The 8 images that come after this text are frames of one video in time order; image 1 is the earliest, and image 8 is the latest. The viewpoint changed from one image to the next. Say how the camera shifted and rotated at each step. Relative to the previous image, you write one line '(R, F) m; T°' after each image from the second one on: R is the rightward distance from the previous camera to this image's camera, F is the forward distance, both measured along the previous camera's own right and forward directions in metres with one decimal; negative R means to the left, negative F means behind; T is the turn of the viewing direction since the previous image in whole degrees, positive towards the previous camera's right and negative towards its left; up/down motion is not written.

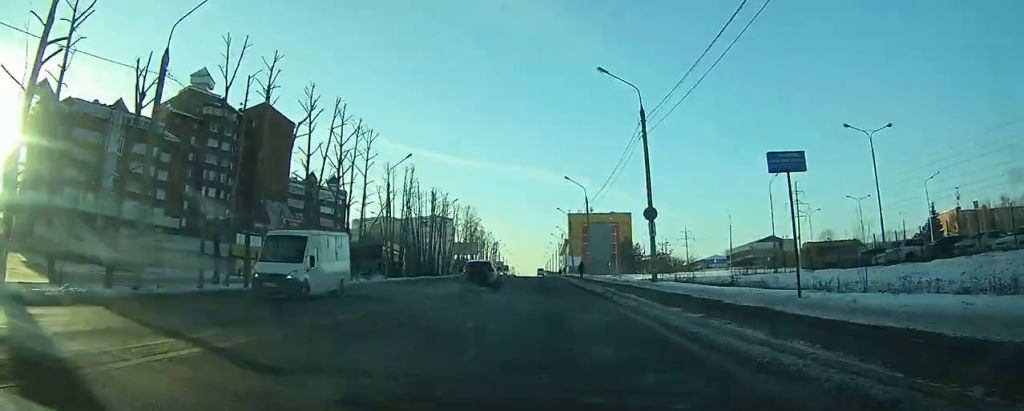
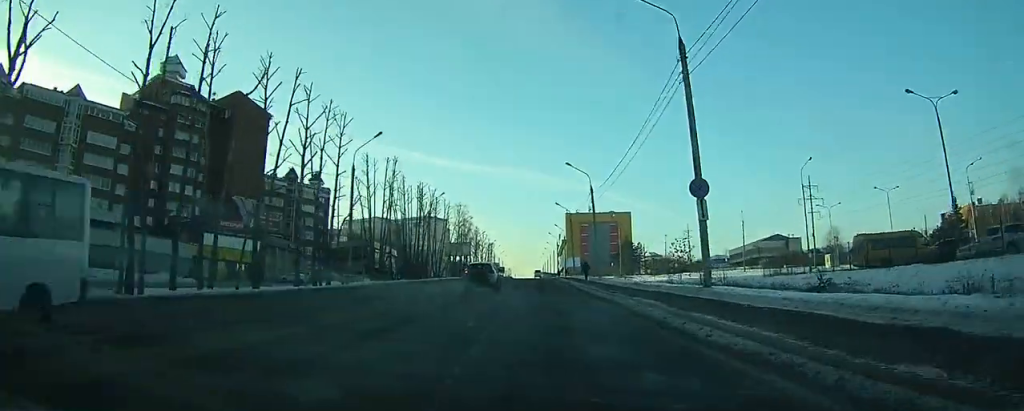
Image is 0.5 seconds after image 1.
(0.0, +9.2) m; 0°
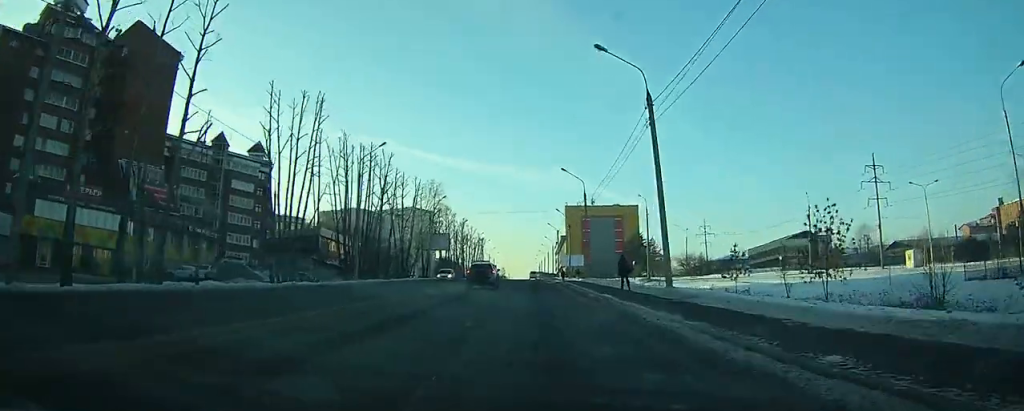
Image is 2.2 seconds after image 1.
(+0.1, +27.9) m; 0°
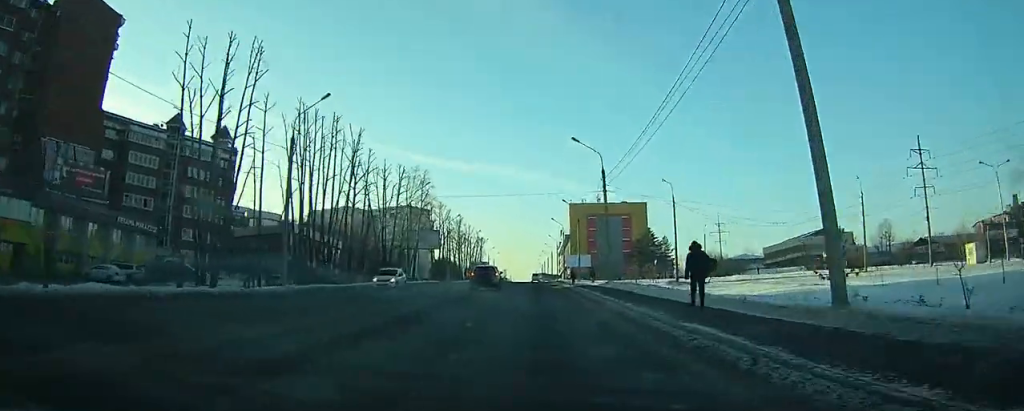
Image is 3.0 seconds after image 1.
(0.0, +13.1) m; 0°
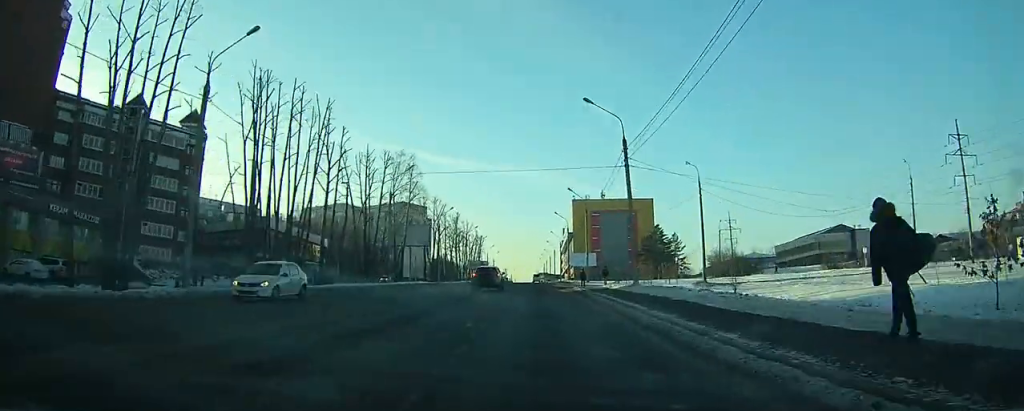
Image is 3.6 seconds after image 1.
(0.0, +9.2) m; 0°
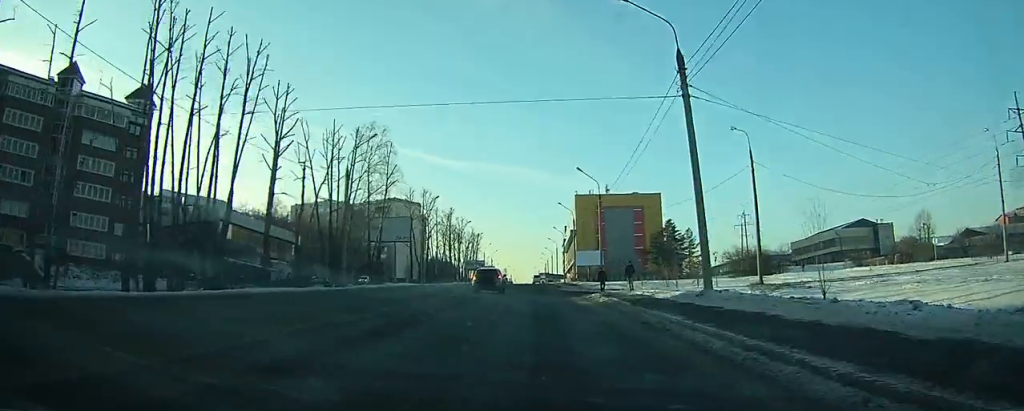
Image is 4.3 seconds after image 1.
(-0.1, +12.5) m; 0°
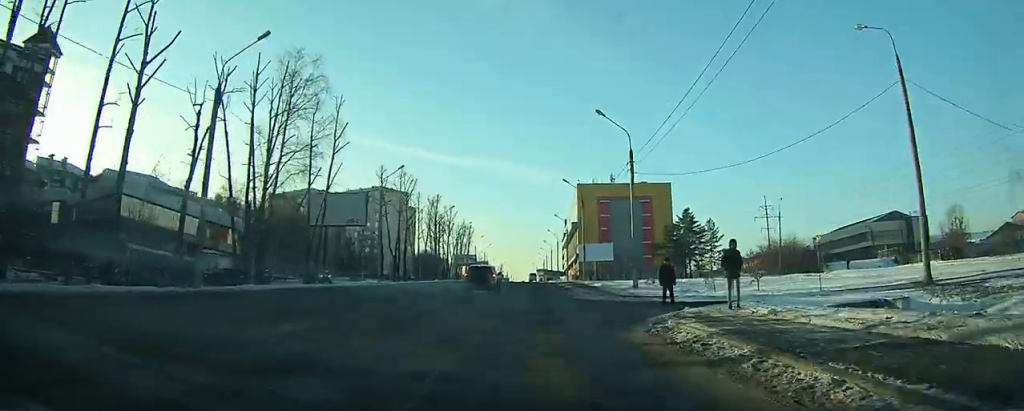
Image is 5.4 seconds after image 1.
(+0.2, +19.9) m; 0°
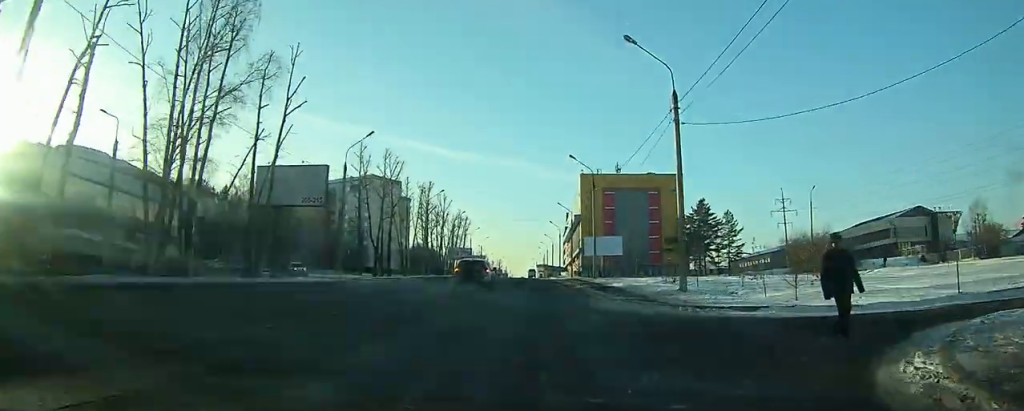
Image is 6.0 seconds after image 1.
(-0.1, +12.1) m; 0°
